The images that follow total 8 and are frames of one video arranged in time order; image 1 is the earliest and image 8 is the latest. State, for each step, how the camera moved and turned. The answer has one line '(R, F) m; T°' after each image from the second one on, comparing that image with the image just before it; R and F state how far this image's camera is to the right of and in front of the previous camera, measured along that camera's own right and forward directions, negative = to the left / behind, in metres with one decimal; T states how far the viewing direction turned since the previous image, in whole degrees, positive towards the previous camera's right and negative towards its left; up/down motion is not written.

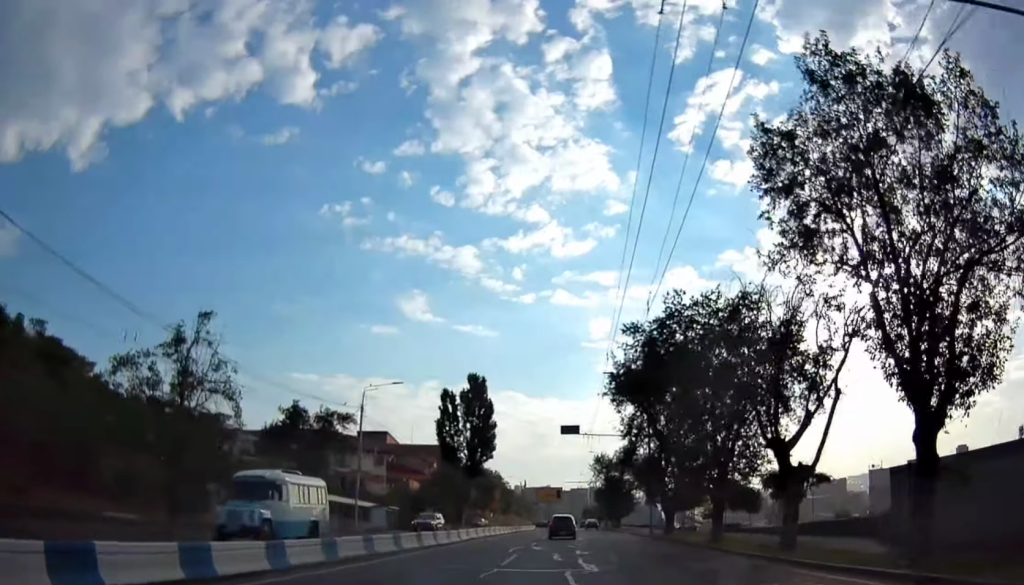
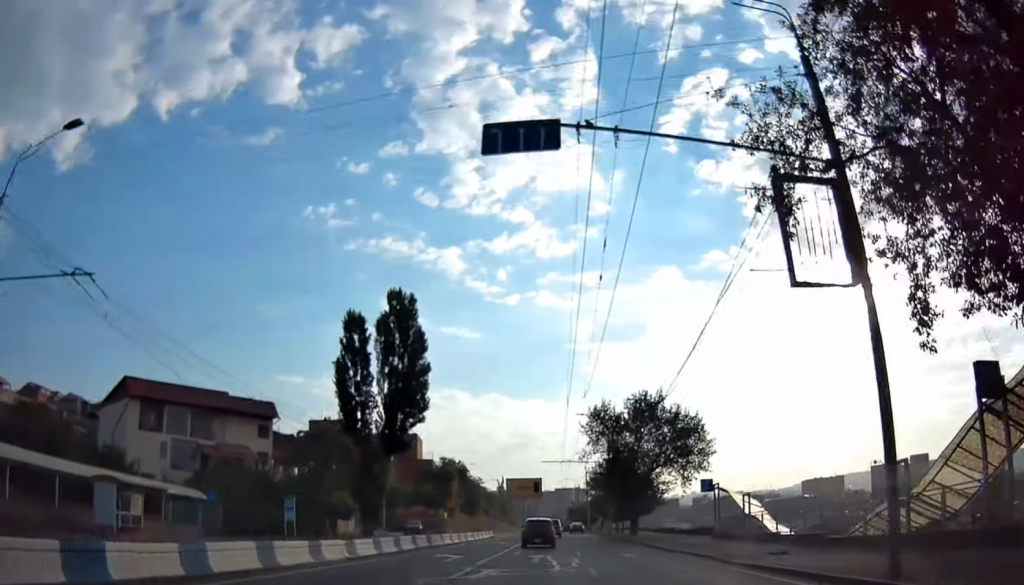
(+0.9, +38.4) m; +3°
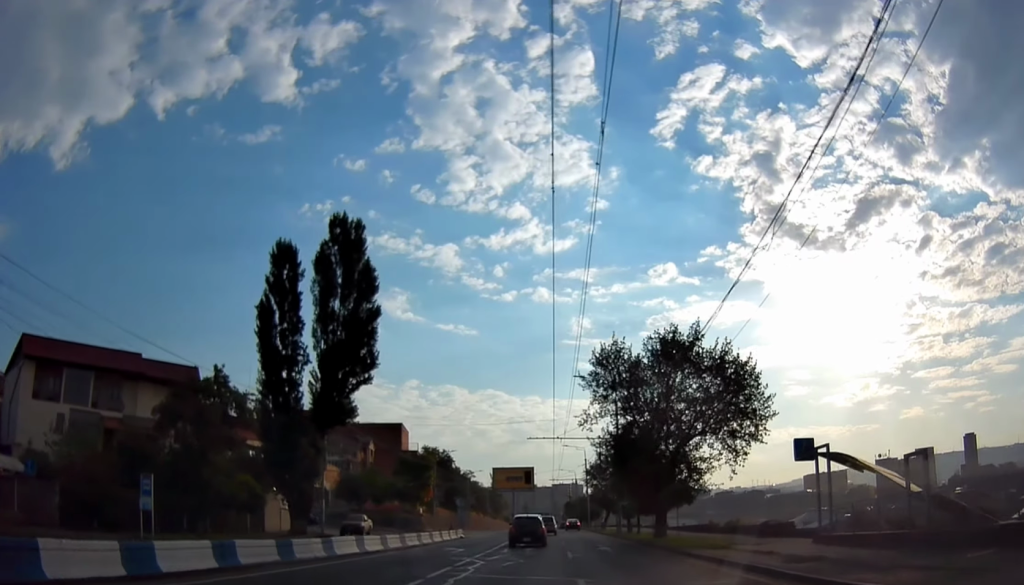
(0.0, +16.3) m; -1°
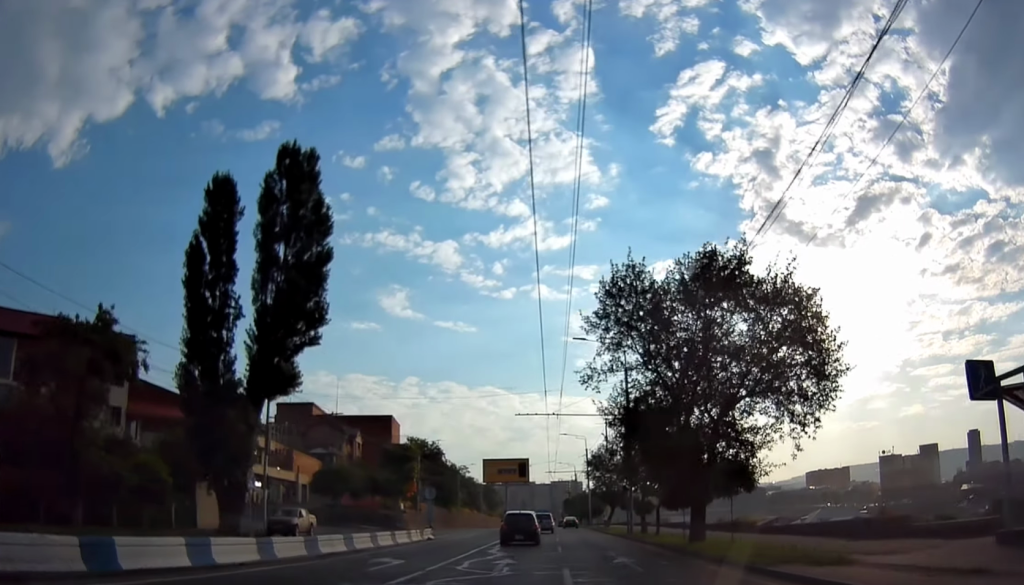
(-0.2, +10.3) m; 0°
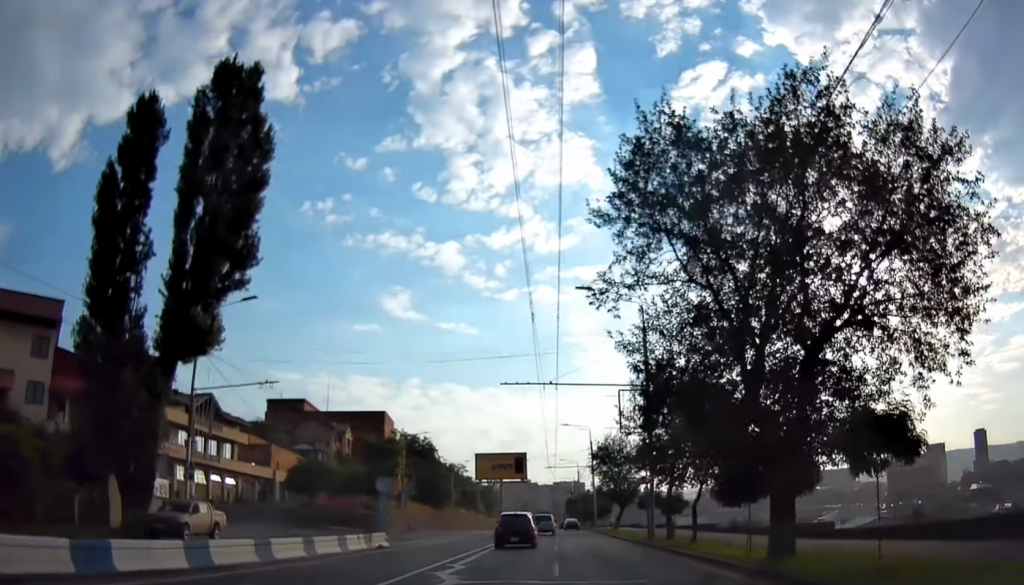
(0.0, +9.7) m; 0°
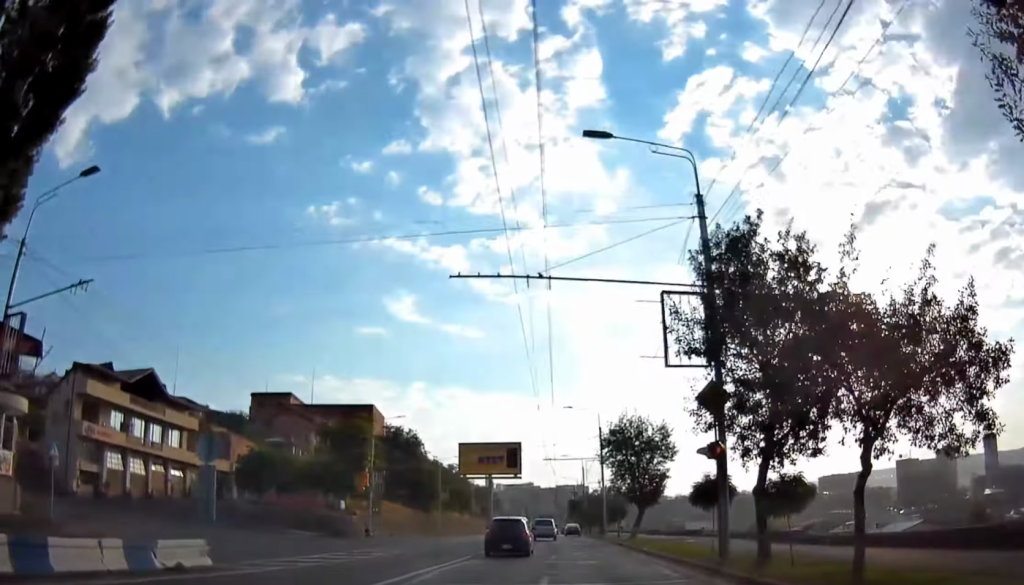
(+0.1, +14.6) m; +1°
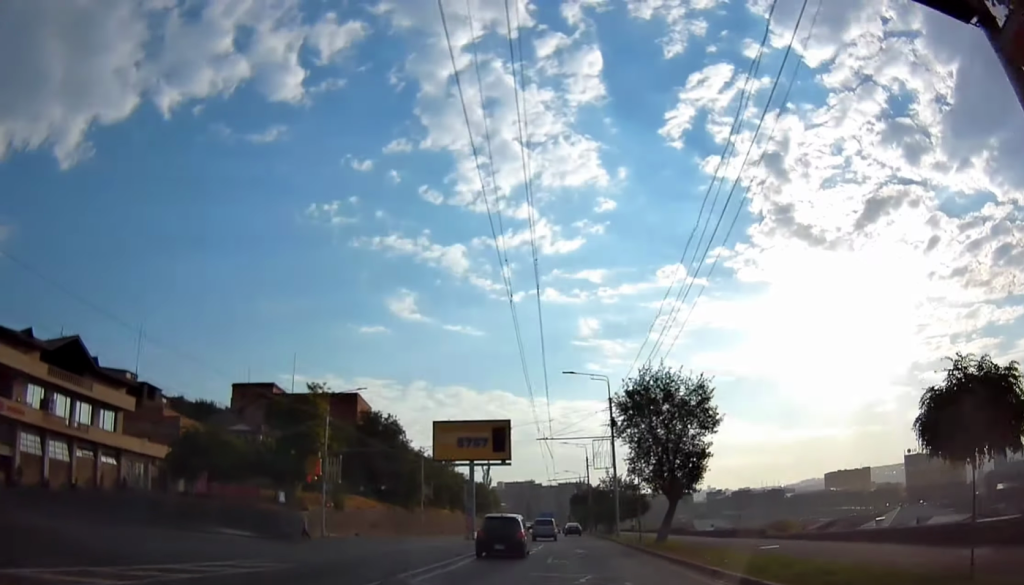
(+0.2, +13.9) m; -1°
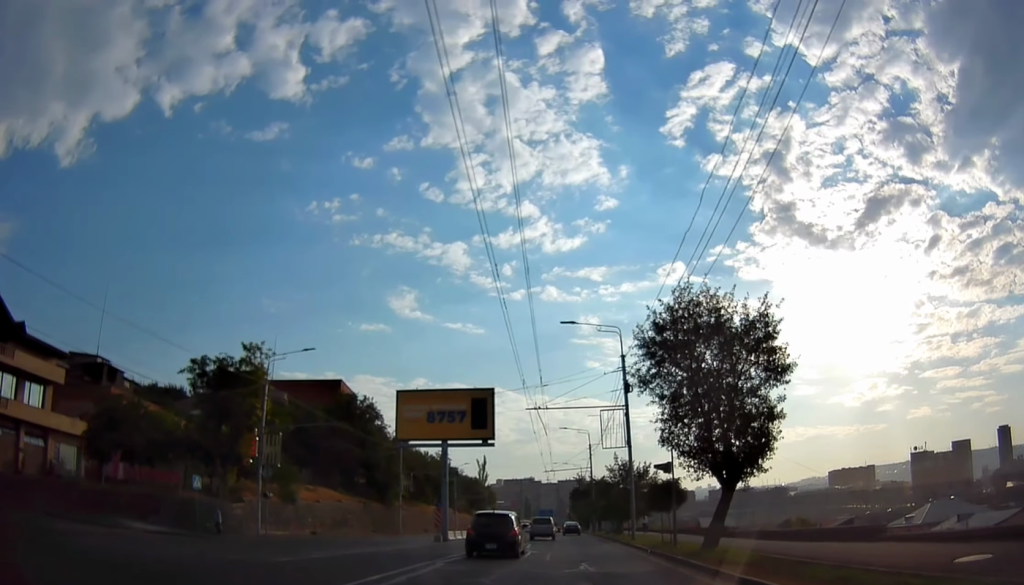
(-0.5, +11.9) m; 0°
